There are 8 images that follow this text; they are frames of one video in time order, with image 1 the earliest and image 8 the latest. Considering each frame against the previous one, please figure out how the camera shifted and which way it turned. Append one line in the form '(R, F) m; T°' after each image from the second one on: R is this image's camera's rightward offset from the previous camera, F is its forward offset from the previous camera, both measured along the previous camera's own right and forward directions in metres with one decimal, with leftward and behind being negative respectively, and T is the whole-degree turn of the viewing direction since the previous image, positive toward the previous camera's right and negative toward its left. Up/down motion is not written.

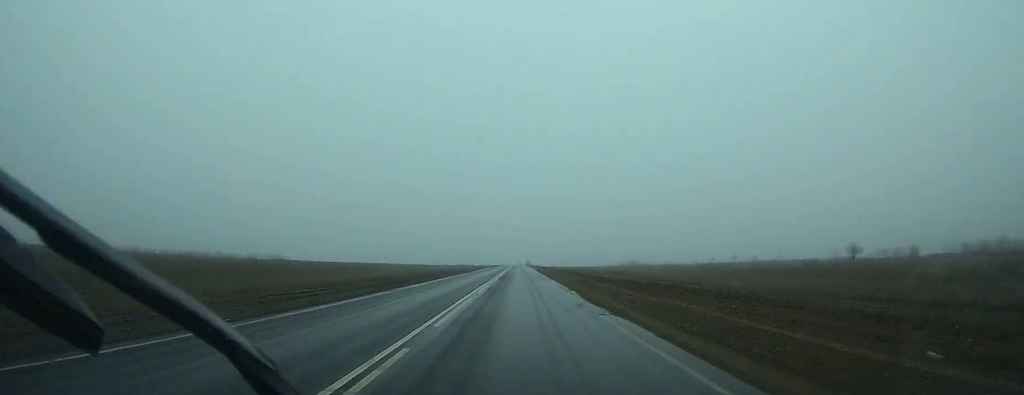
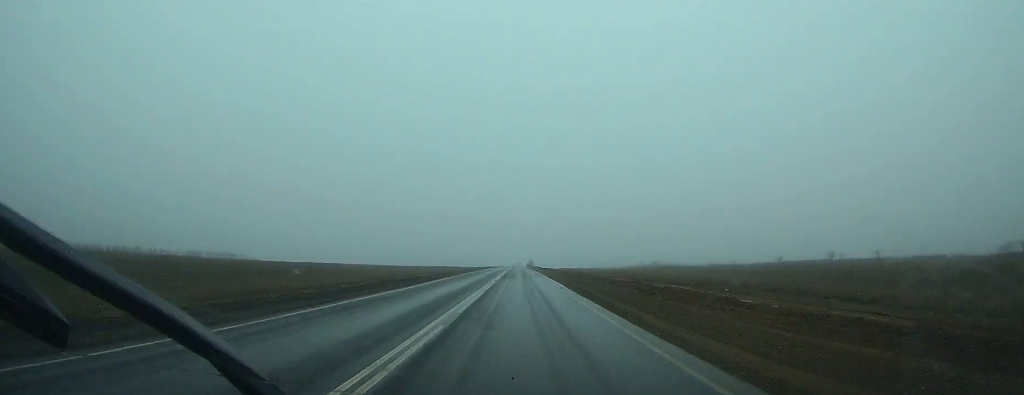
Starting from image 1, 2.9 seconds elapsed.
(0.0, +59.2) m; 0°
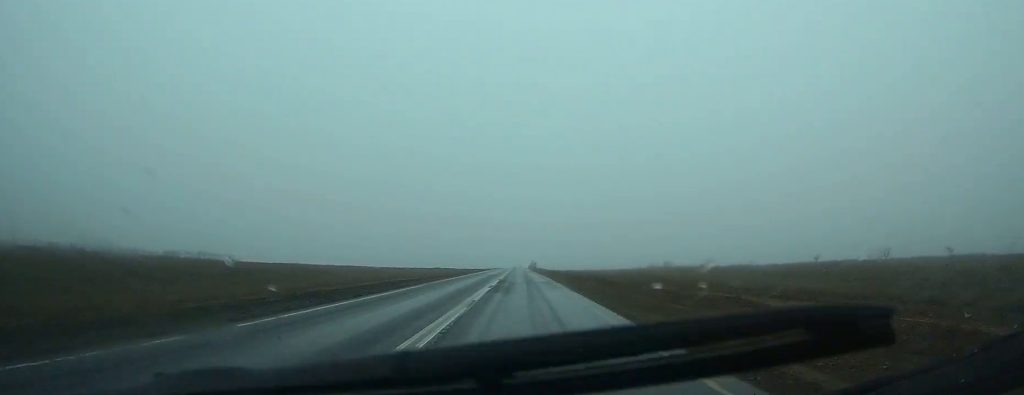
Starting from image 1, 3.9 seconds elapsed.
(0.0, +20.4) m; 0°
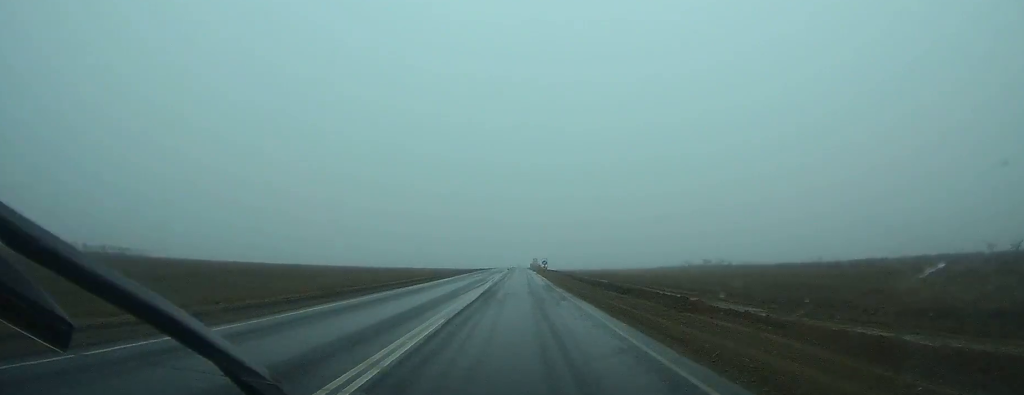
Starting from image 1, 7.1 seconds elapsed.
(0.0, +62.4) m; 0°
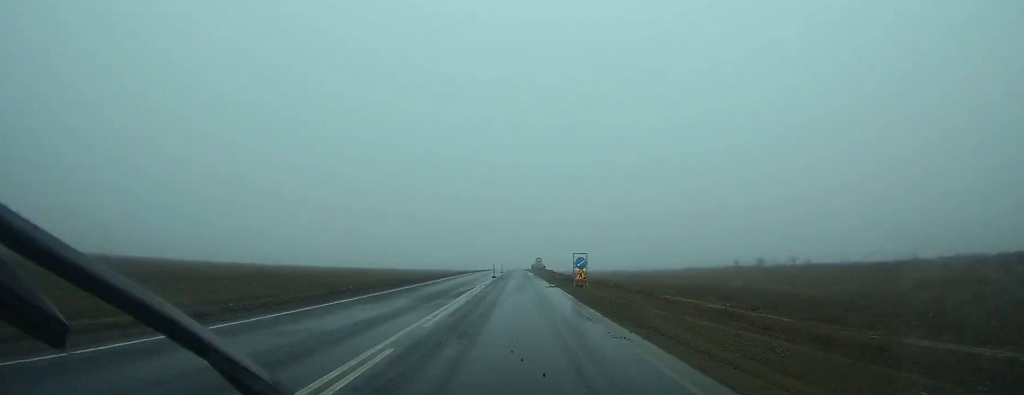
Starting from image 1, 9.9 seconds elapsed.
(-0.1, +47.1) m; 0°
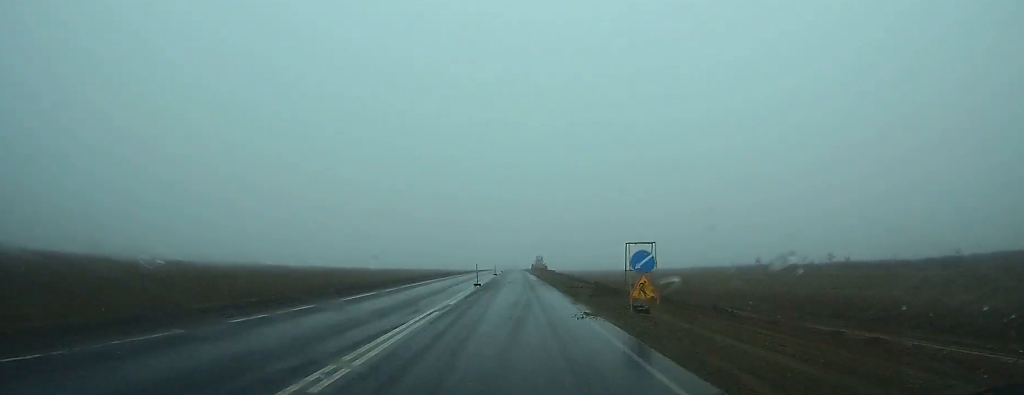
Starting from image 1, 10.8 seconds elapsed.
(0.0, +15.6) m; 0°
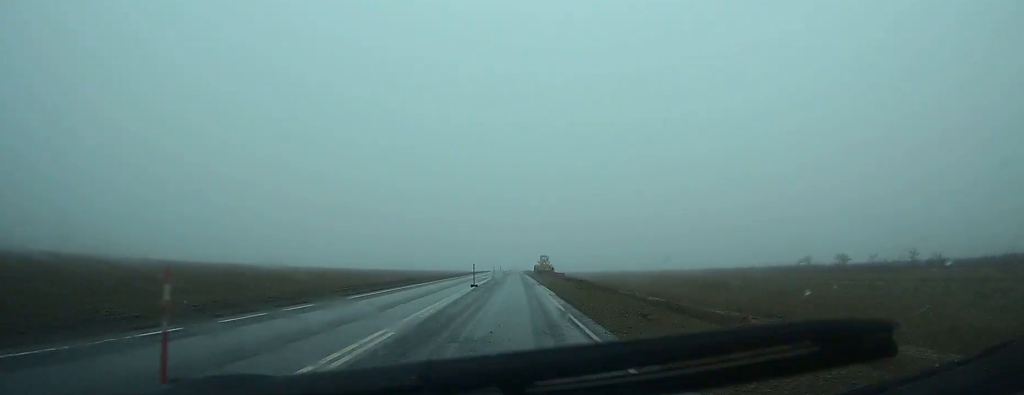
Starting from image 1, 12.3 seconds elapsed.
(+0.1, +24.7) m; 0°
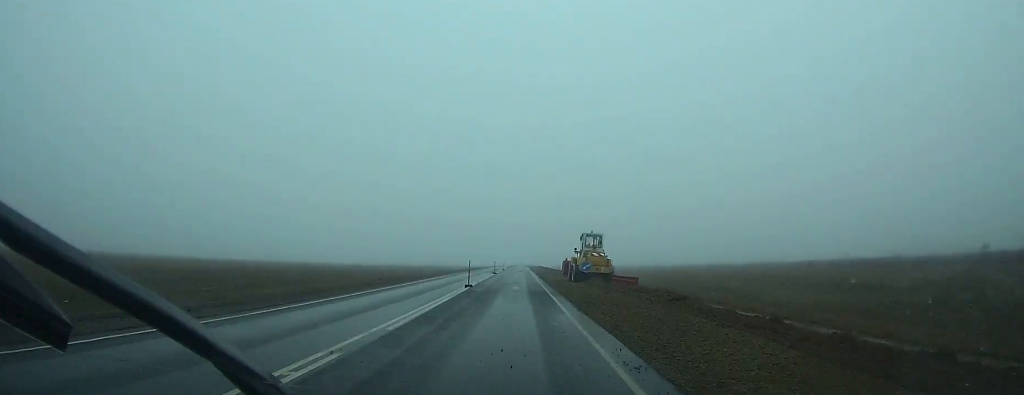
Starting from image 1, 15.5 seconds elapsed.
(0.0, +52.9) m; 0°
